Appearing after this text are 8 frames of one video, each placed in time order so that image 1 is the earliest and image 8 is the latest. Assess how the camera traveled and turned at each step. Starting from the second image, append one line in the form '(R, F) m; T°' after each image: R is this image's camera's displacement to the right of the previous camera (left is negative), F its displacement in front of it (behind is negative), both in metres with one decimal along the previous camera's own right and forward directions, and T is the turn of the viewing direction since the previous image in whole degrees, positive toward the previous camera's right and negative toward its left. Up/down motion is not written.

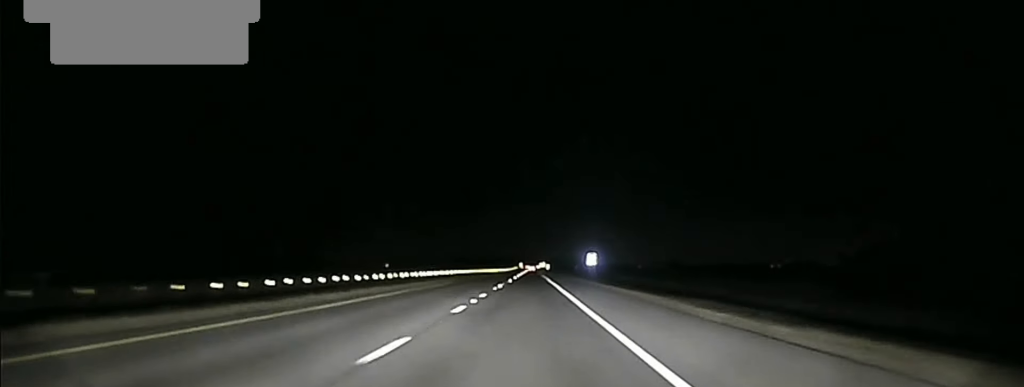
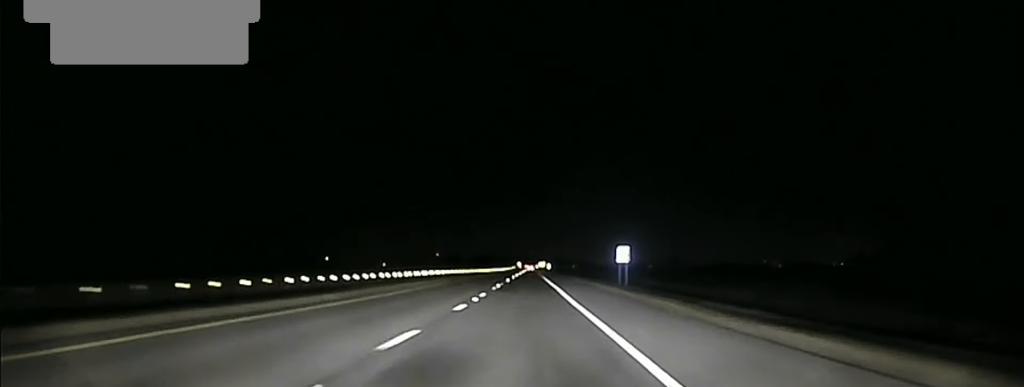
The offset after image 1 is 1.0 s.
(-0.2, +49.2) m; 0°
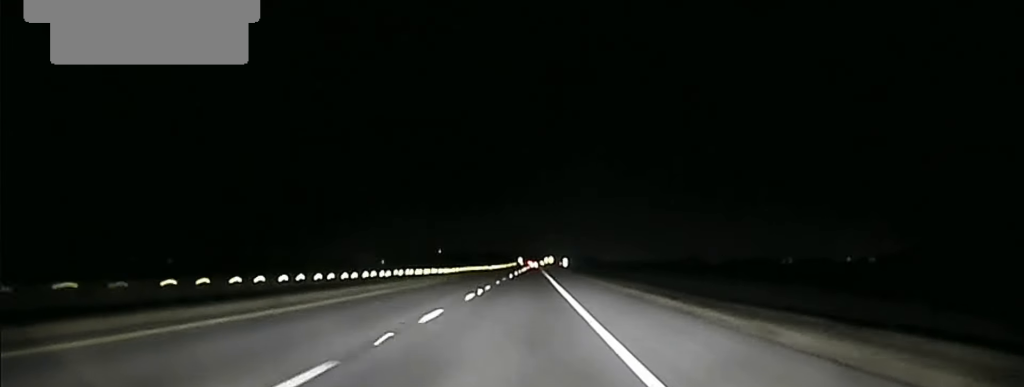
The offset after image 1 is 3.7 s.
(0.0, +141.5) m; 0°
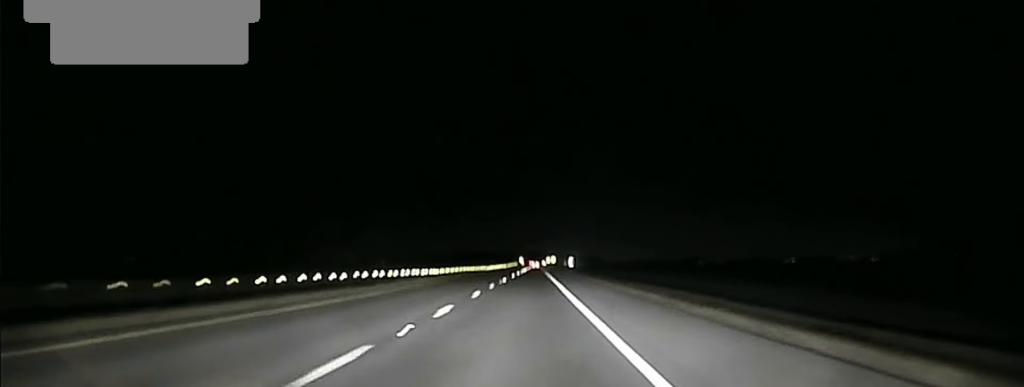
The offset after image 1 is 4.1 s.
(+0.1, +19.1) m; 0°
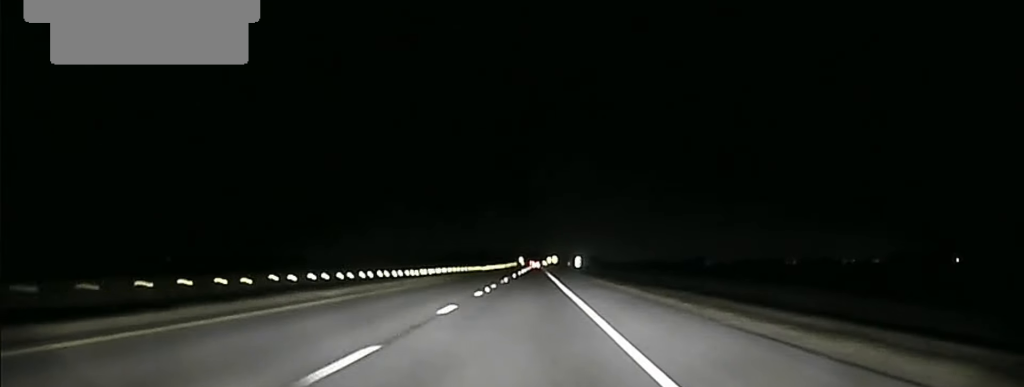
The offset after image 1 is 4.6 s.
(+0.1, +24.8) m; 0°
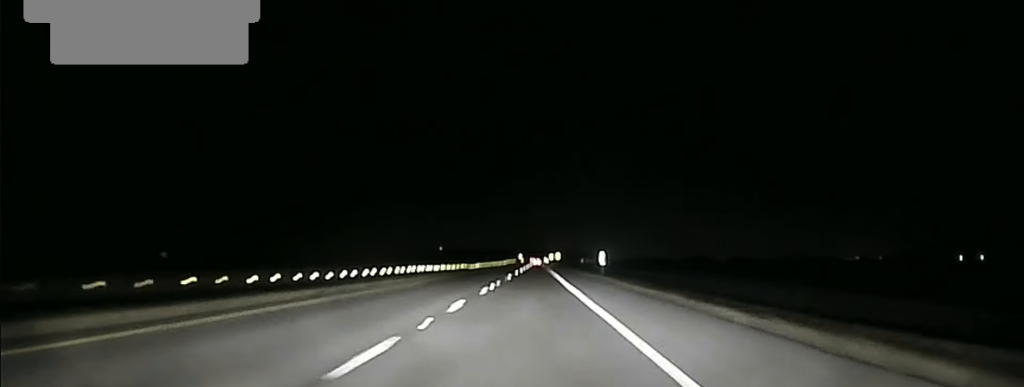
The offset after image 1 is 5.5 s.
(-0.1, +43.5) m; 0°
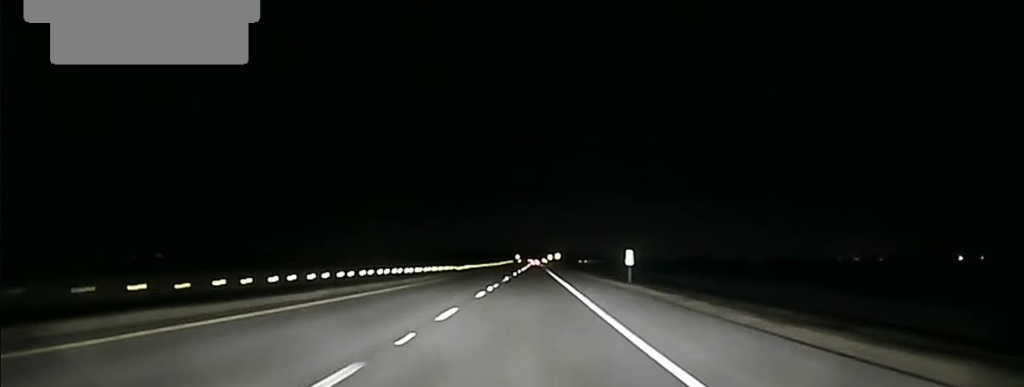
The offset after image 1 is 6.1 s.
(-0.2, +28.8) m; 0°
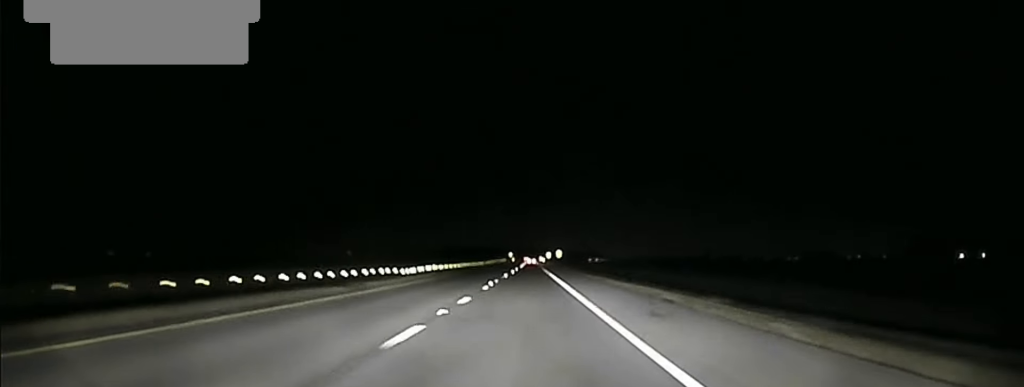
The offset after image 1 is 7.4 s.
(+0.1, +63.3) m; 0°
